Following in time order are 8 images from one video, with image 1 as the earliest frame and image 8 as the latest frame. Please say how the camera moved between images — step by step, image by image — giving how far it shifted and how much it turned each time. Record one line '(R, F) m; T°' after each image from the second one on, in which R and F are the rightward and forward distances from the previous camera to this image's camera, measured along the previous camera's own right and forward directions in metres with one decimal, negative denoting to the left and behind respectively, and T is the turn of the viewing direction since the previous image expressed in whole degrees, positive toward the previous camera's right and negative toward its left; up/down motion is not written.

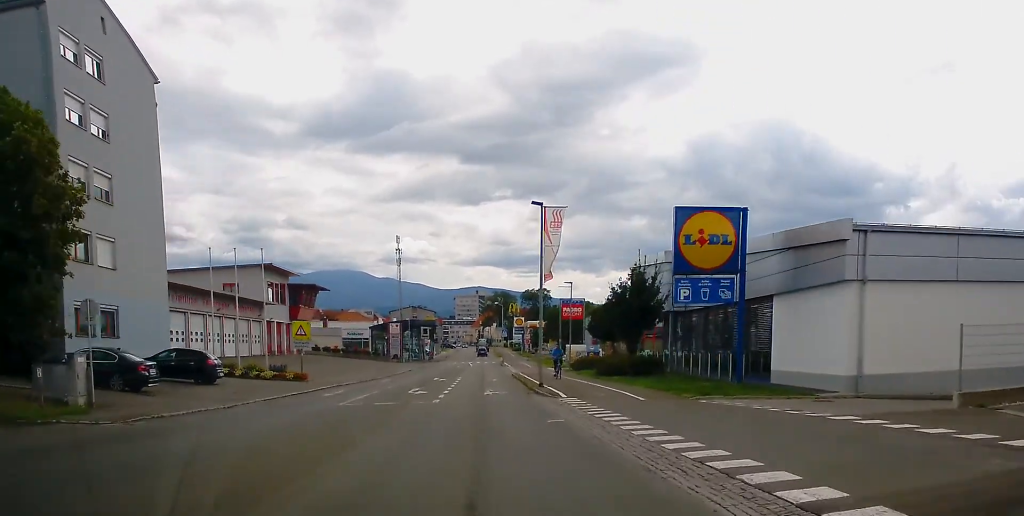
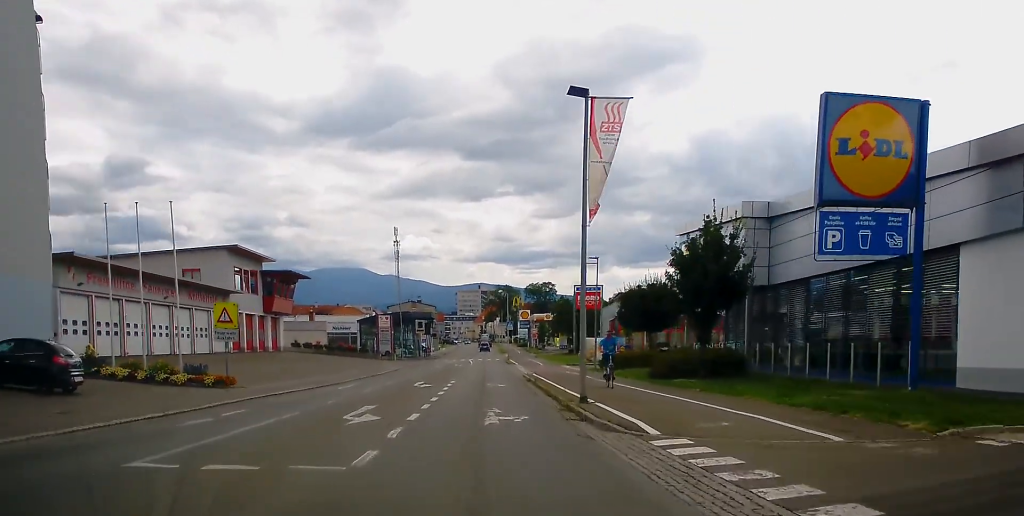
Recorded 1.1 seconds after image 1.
(-0.2, +12.9) m; -2°
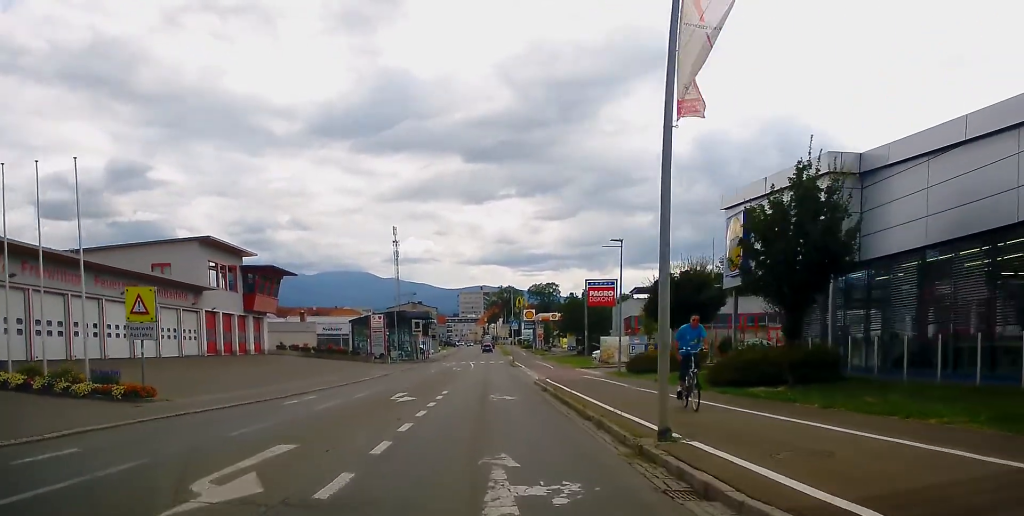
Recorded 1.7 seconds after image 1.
(-0.1, +7.9) m; 0°
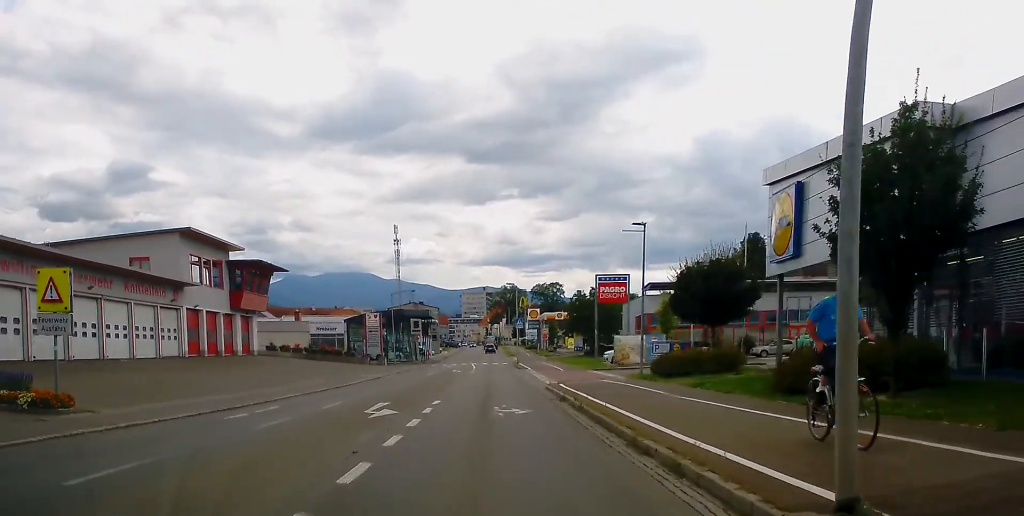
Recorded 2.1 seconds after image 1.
(-0.1, +5.1) m; +1°
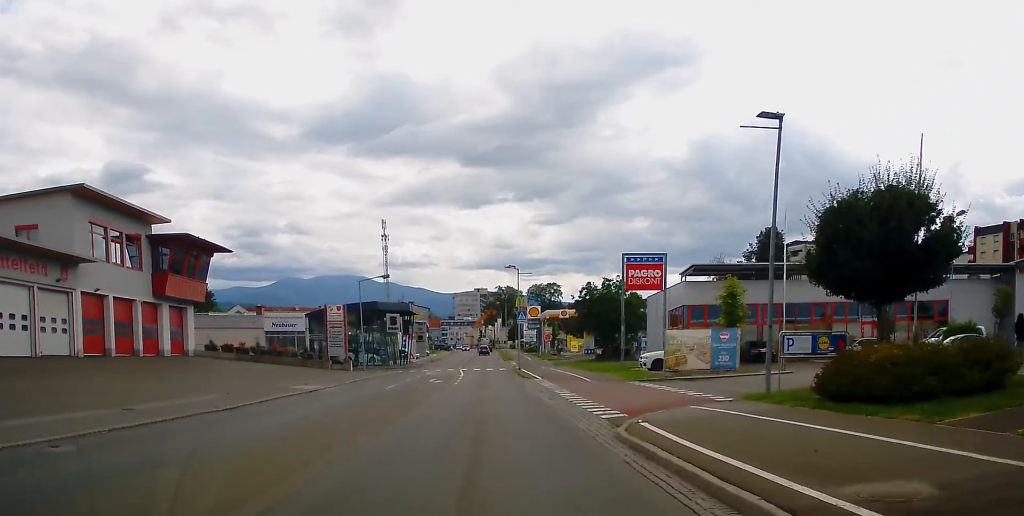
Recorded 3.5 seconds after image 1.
(+0.5, +16.5) m; +1°
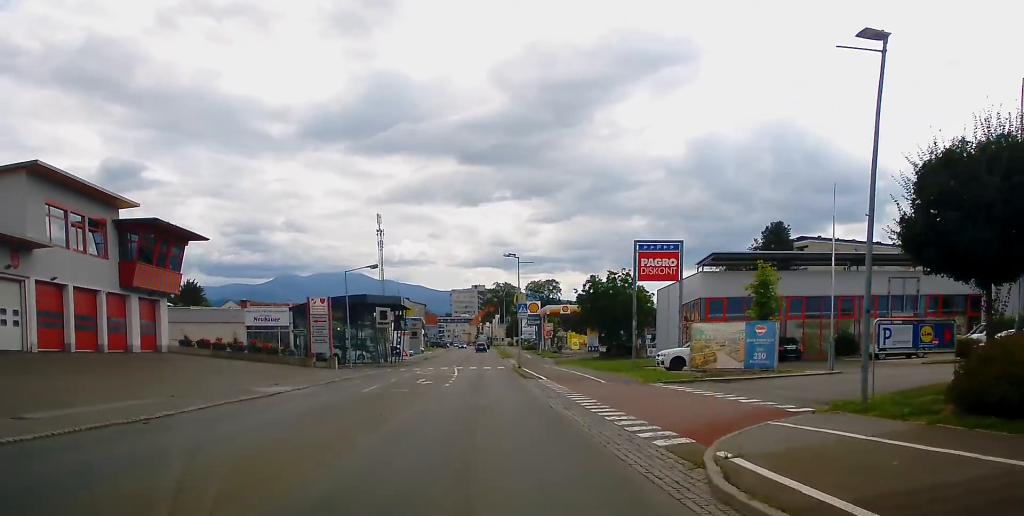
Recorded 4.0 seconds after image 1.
(-0.1, +5.1) m; 0°
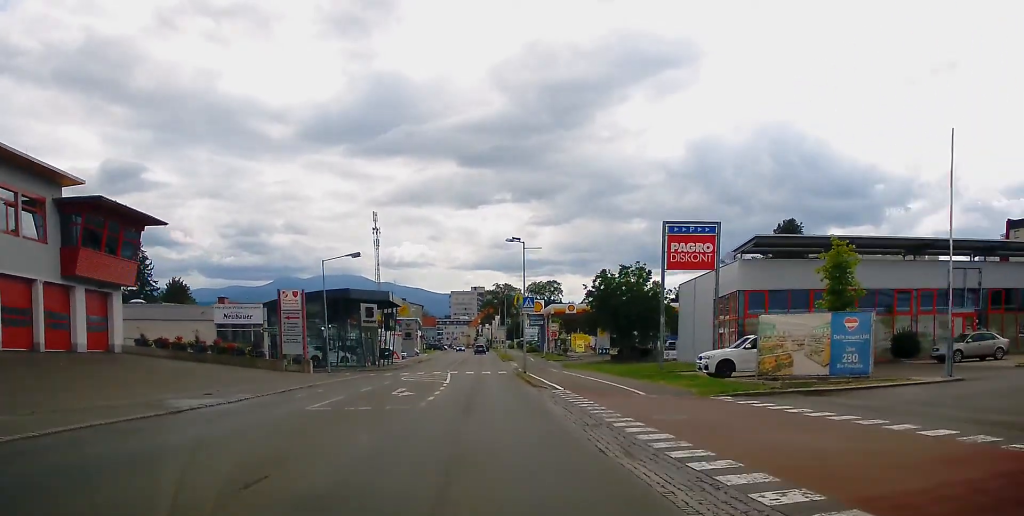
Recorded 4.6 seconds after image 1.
(0.0, +8.0) m; 0°
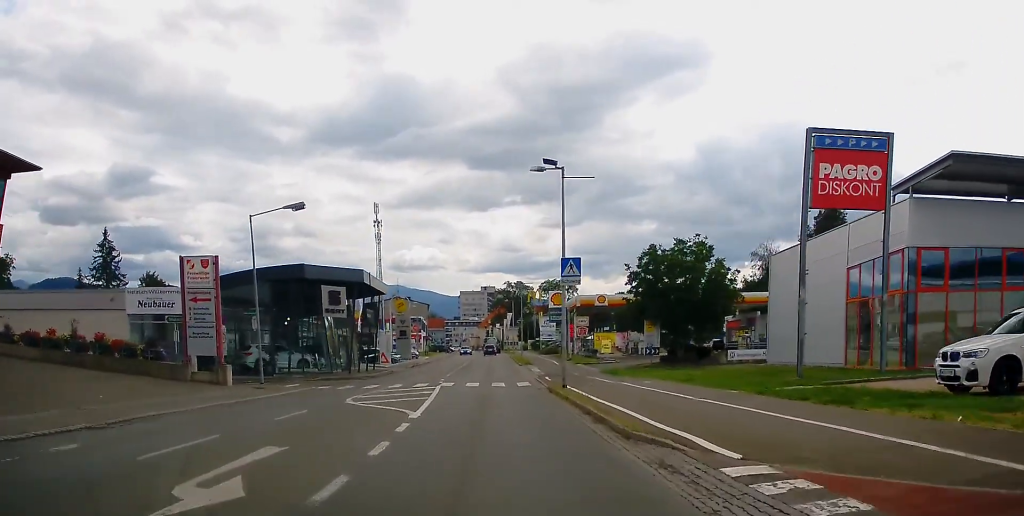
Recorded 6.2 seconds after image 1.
(0.0, +17.4) m; +1°
